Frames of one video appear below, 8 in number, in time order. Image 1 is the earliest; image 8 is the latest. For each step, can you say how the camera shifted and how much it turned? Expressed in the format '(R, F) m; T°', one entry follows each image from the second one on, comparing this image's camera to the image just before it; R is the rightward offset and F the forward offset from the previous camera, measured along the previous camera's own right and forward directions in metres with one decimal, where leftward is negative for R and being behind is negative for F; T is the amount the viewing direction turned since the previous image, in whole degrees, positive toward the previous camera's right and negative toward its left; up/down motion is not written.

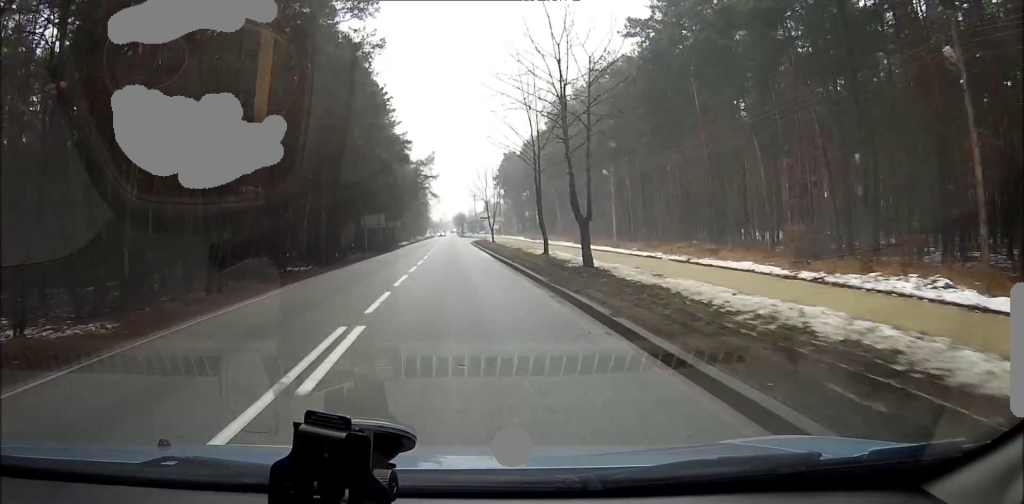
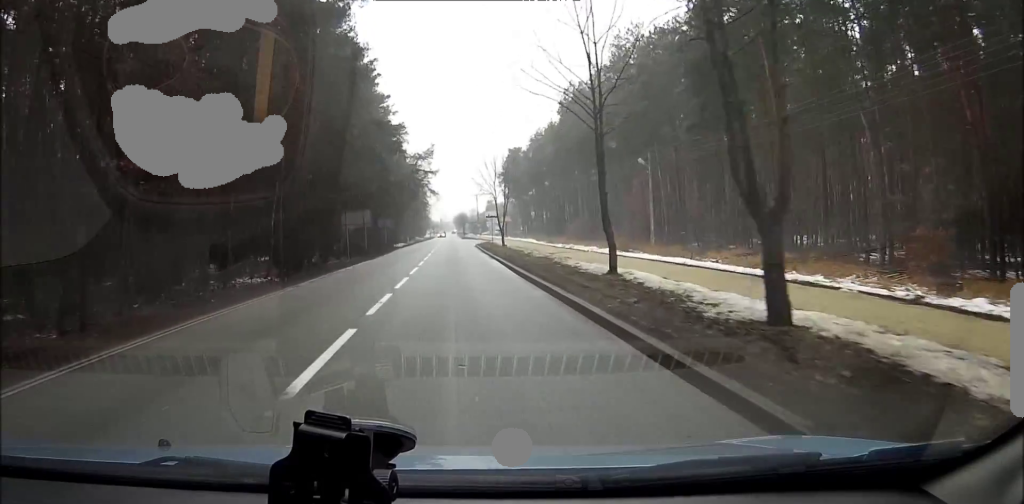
(0.0, +11.7) m; -1°
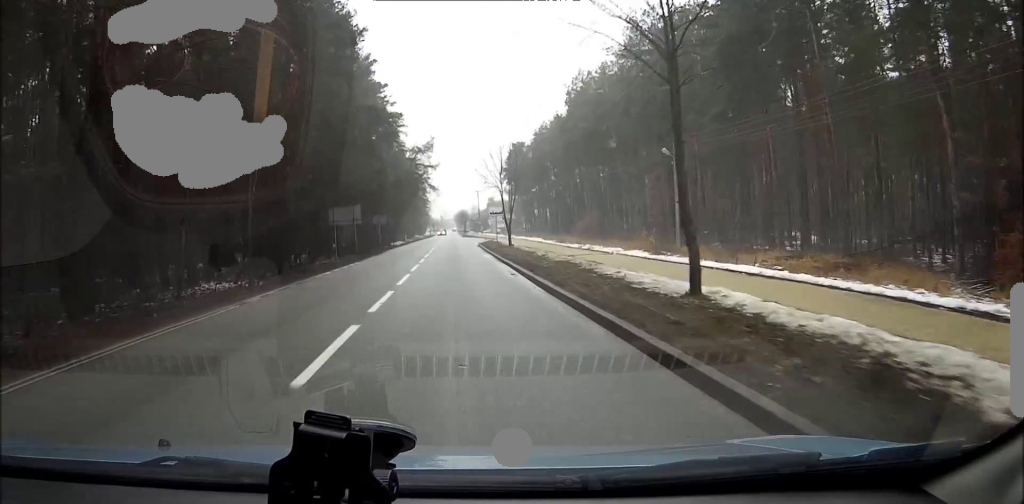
(+0.1, +5.6) m; 0°
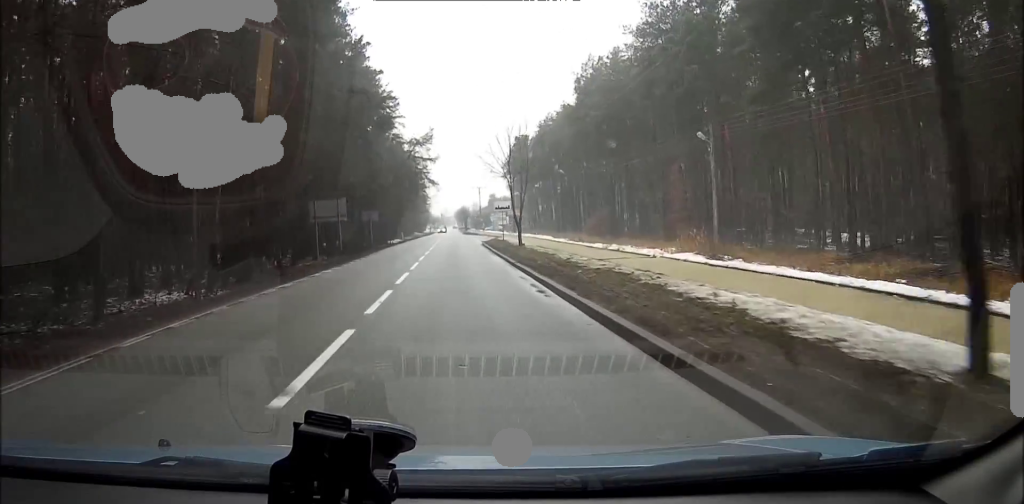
(-0.1, +6.6) m; -1°
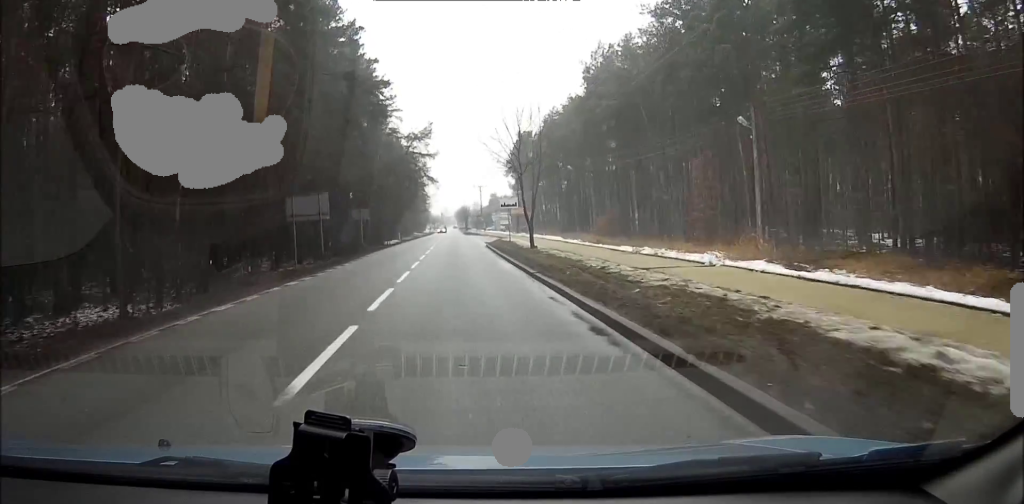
(-0.1, +5.7) m; 0°
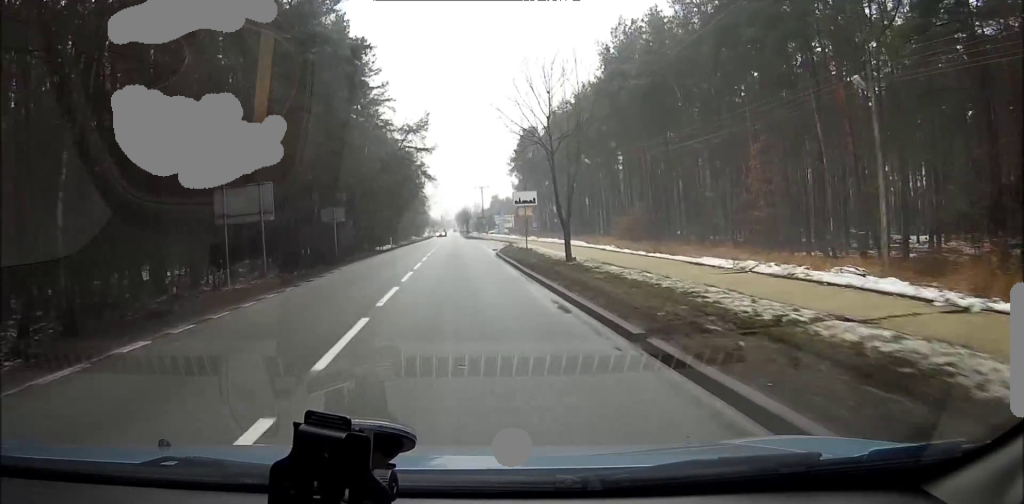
(0.0, +10.8) m; 0°
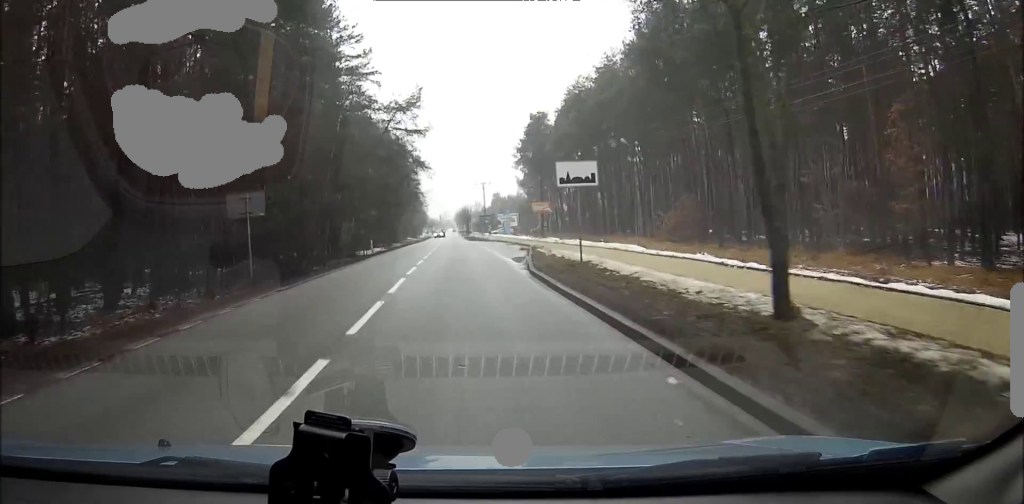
(0.0, +15.8) m; +1°
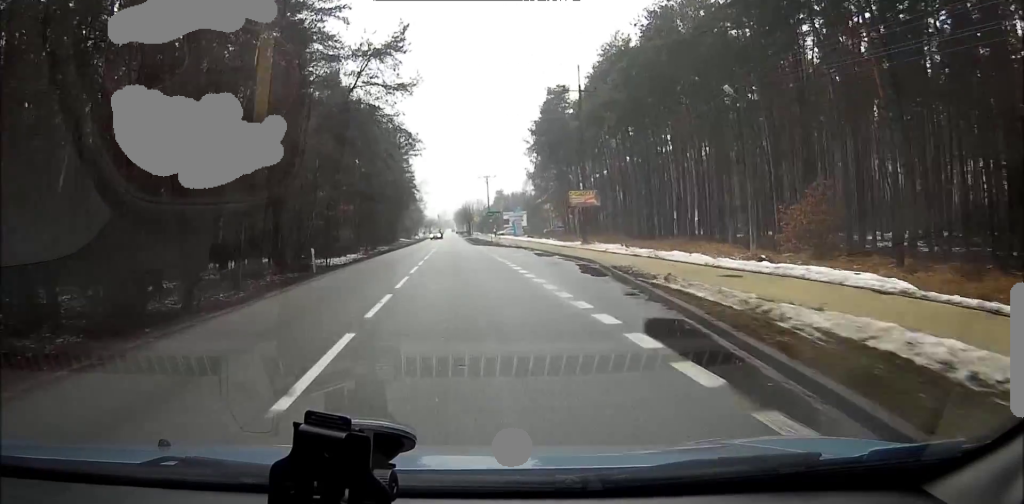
(+0.6, +21.8) m; +3°
